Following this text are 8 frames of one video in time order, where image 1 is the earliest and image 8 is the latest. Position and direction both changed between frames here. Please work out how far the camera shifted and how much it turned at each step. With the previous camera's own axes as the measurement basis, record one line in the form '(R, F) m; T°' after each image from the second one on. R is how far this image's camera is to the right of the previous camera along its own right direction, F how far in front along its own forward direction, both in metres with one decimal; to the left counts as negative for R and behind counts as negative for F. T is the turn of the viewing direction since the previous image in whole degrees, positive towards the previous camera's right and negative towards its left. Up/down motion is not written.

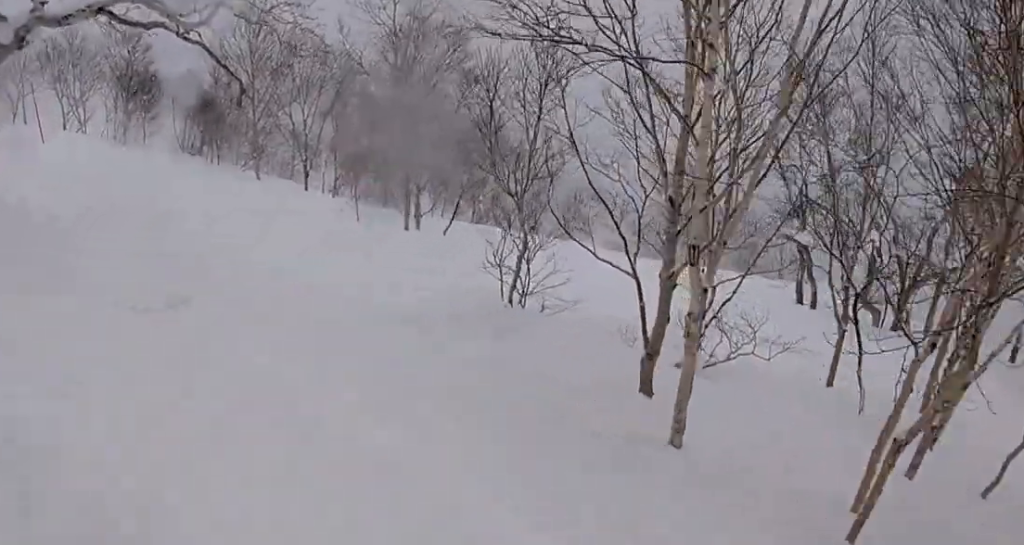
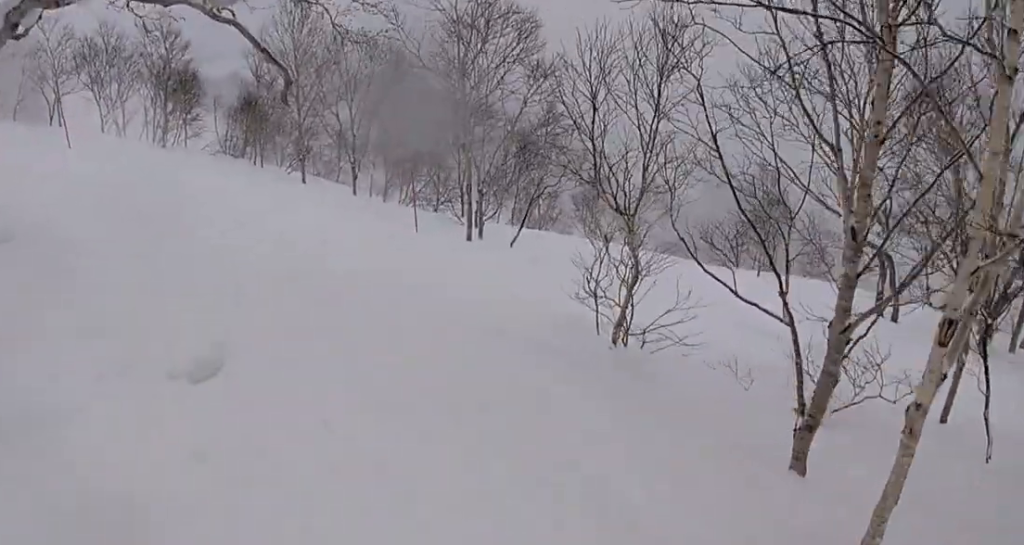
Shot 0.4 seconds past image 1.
(+0.1, +1.7) m; +4°
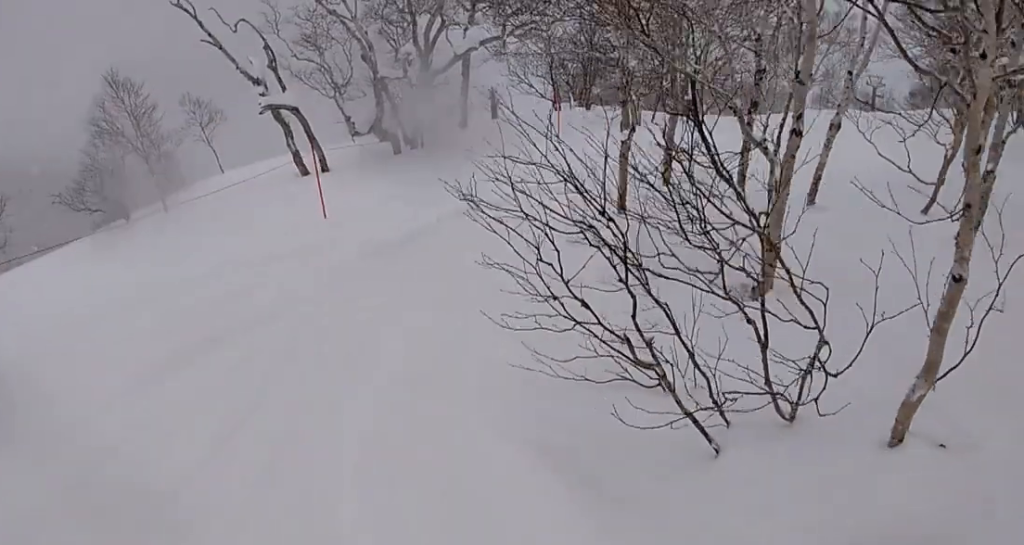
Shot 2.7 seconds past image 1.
(+2.8, +8.3) m; +52°
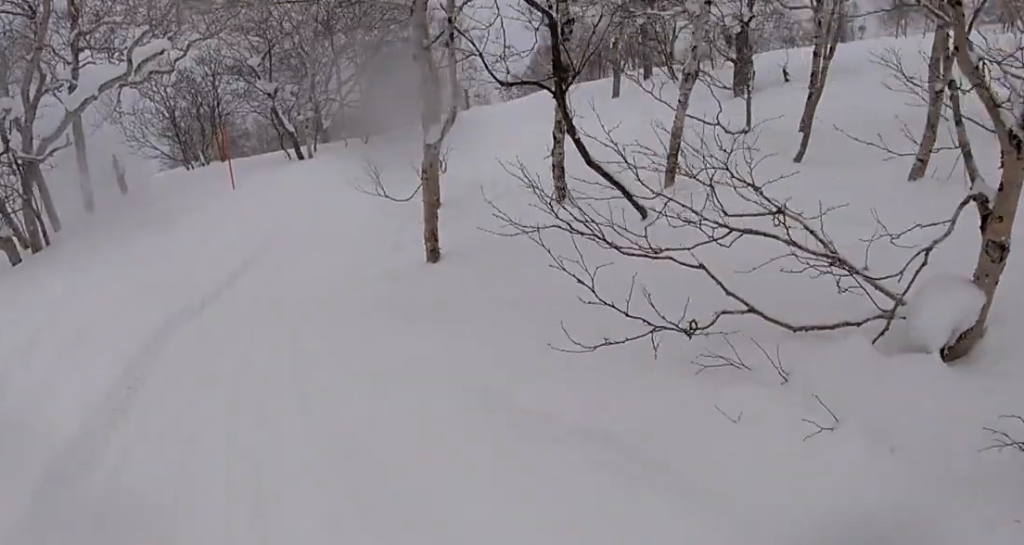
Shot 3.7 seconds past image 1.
(+1.3, +4.3) m; +36°
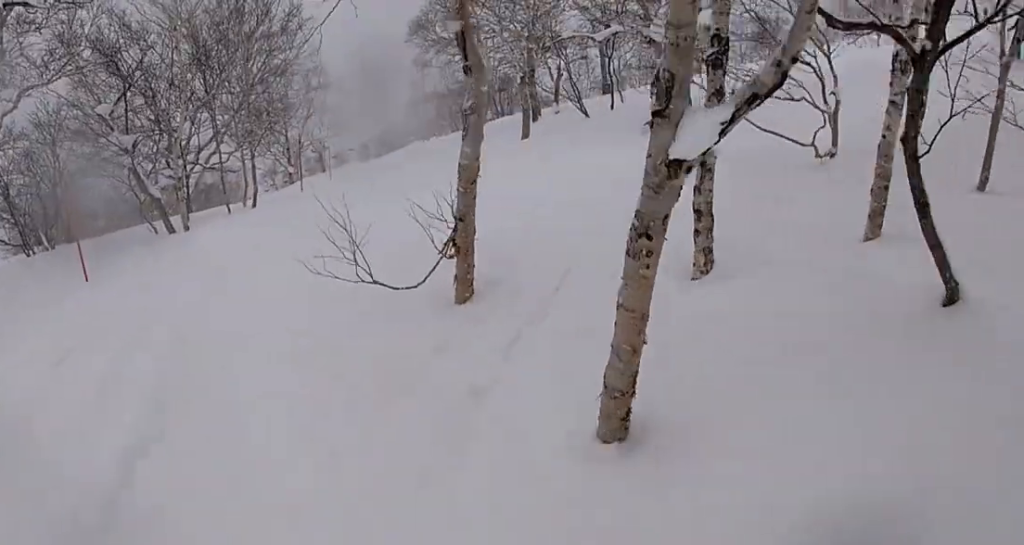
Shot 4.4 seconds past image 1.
(+0.6, +3.5) m; +25°
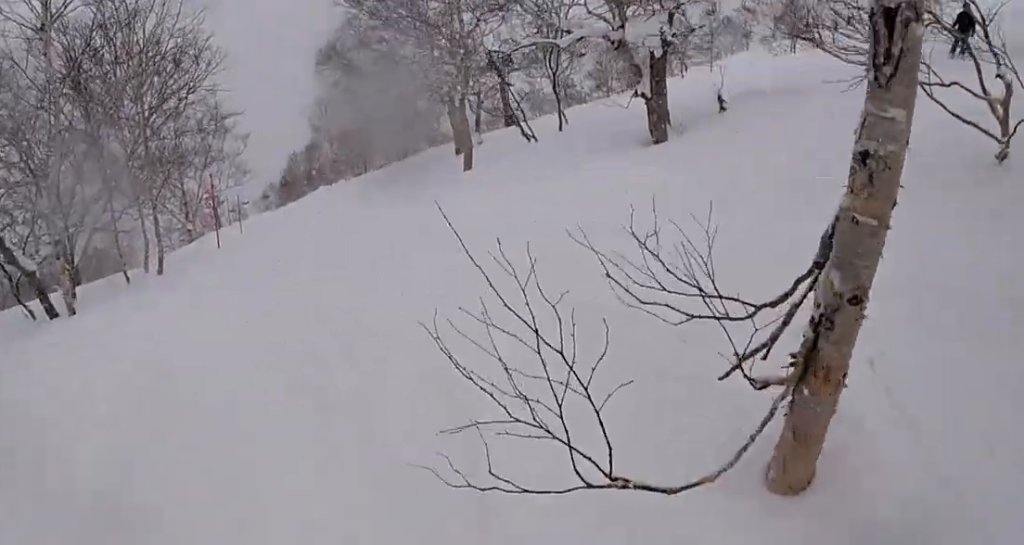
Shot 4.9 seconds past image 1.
(+0.8, +2.9) m; +15°
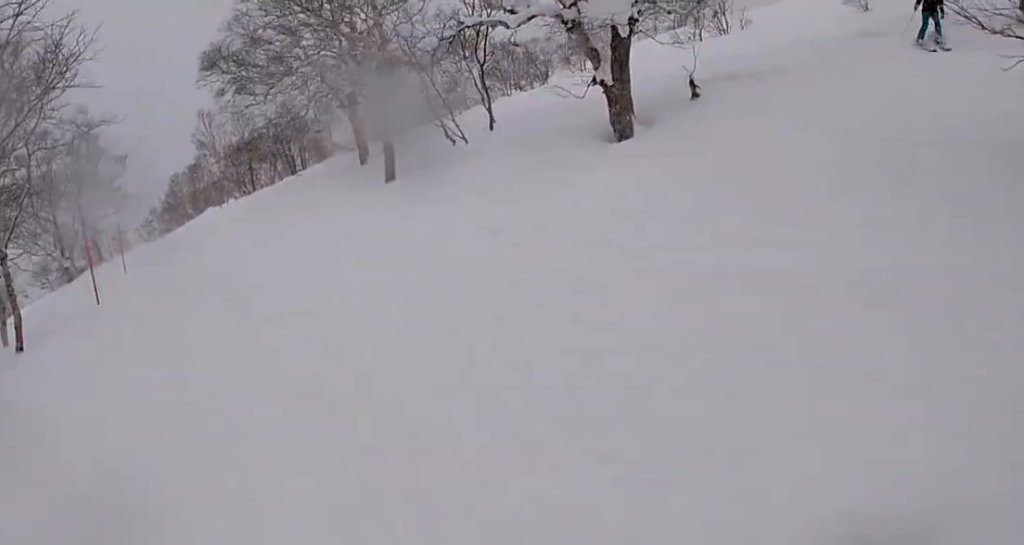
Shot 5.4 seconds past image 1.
(+0.2, +2.5) m; +9°
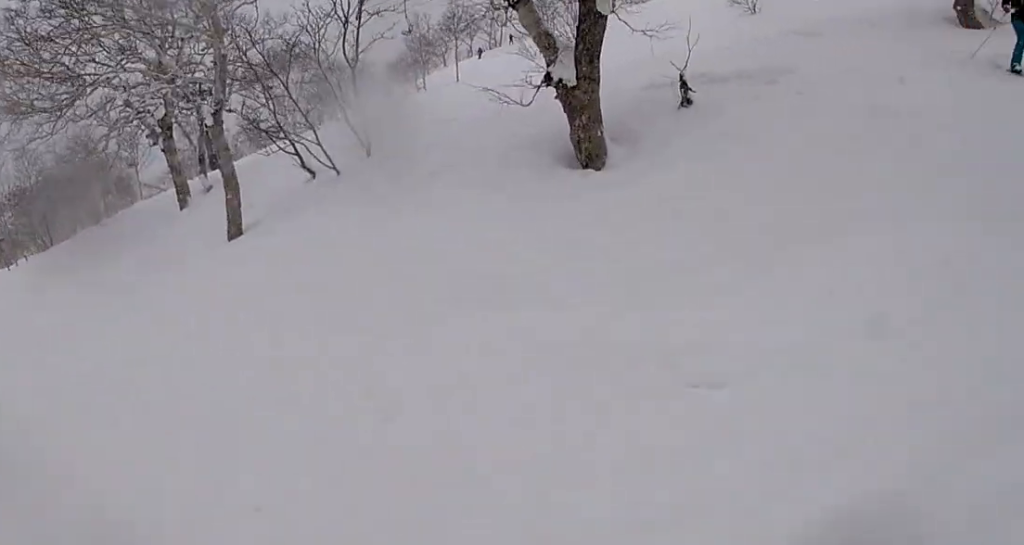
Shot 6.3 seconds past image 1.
(+0.8, +4.7) m; -3°
